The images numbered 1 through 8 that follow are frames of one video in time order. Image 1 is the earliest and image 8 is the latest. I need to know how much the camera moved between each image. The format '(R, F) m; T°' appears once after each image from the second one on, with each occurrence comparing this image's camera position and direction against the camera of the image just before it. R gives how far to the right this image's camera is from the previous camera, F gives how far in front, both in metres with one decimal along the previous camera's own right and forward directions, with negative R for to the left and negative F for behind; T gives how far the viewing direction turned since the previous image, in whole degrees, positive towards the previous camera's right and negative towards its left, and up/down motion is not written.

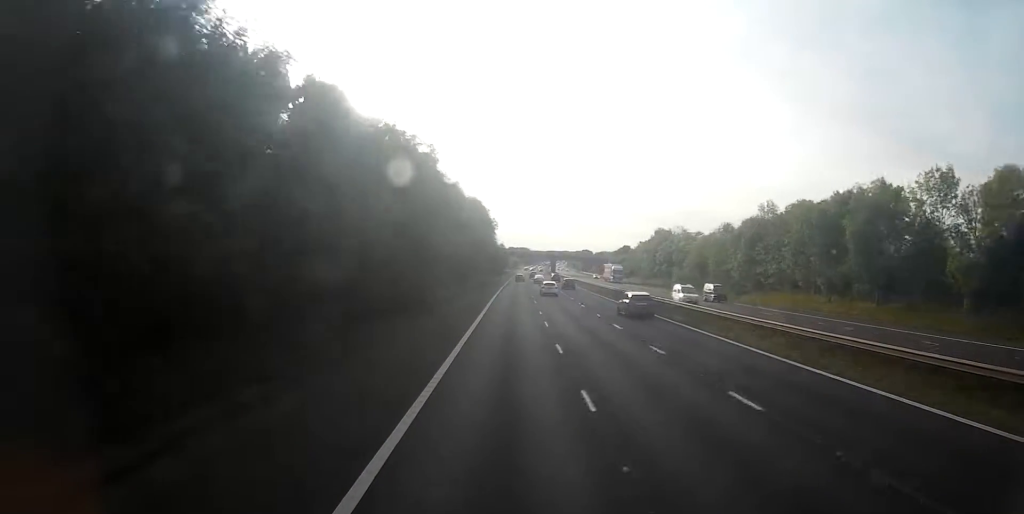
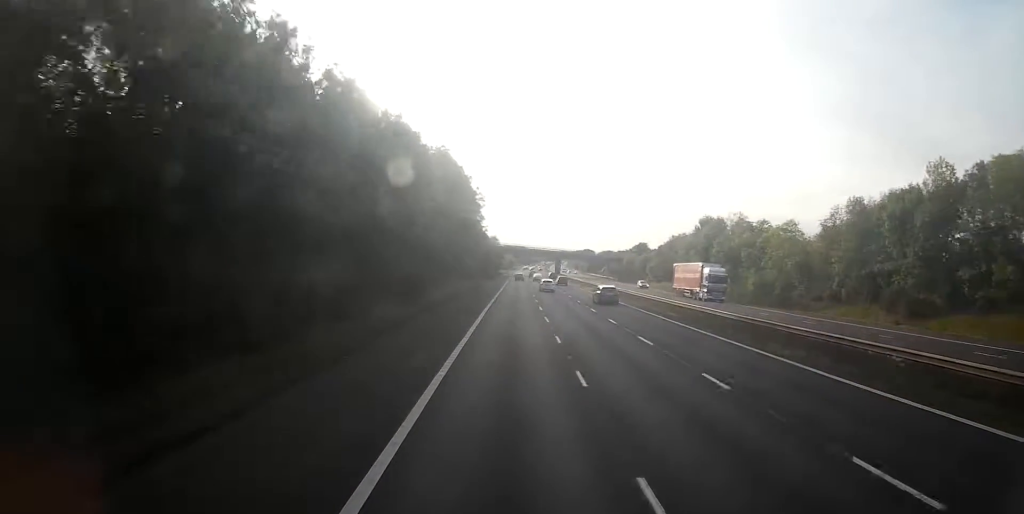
(+1.1, +41.0) m; +1°
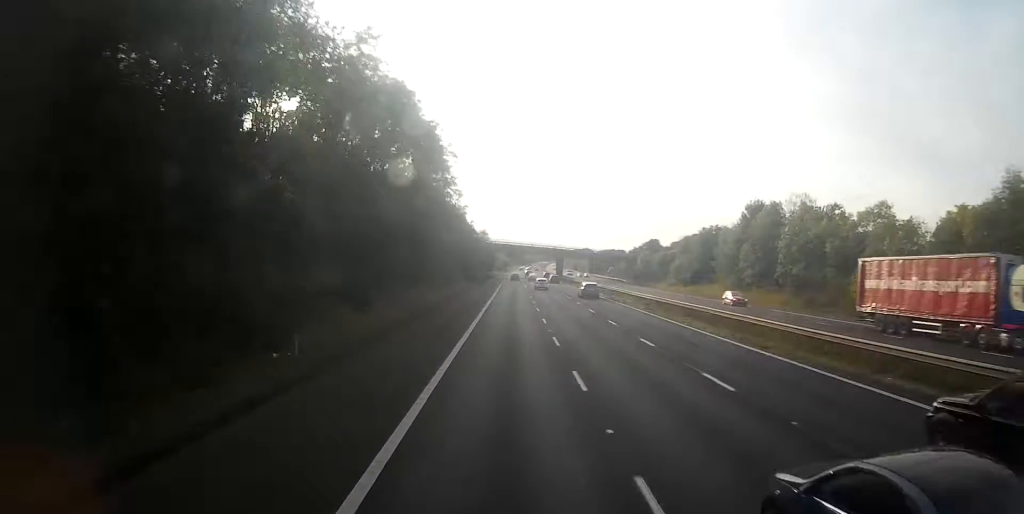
(-0.9, +27.1) m; -1°
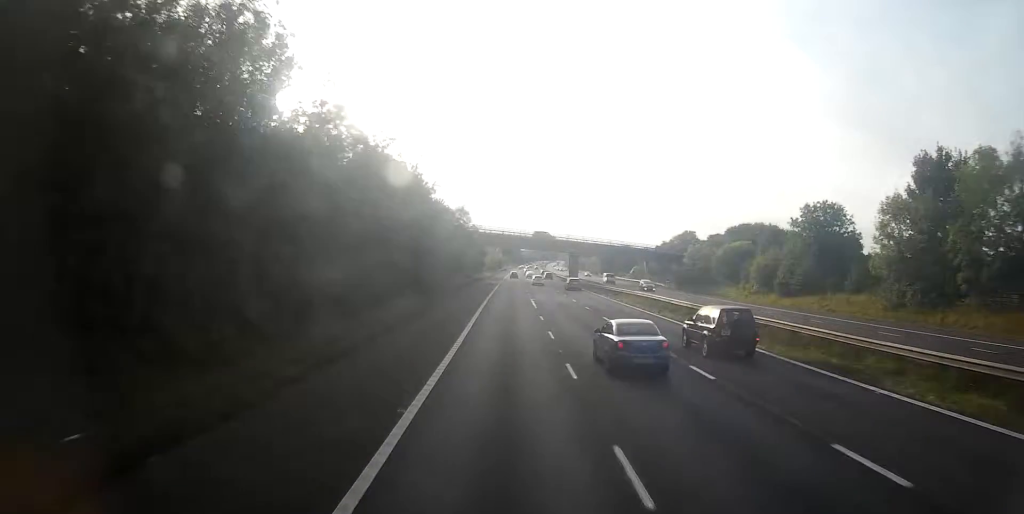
(+0.7, +43.5) m; +2°
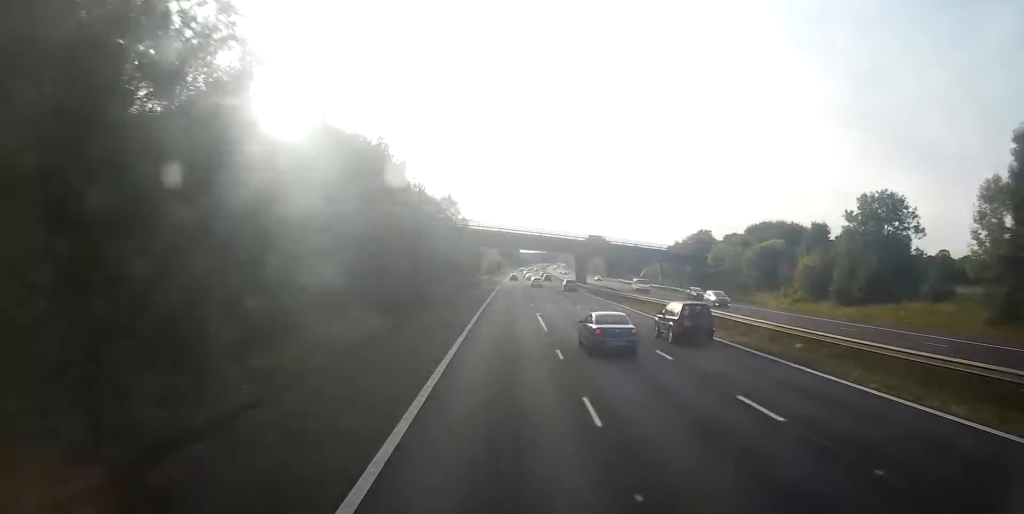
(0.0, +13.6) m; 0°
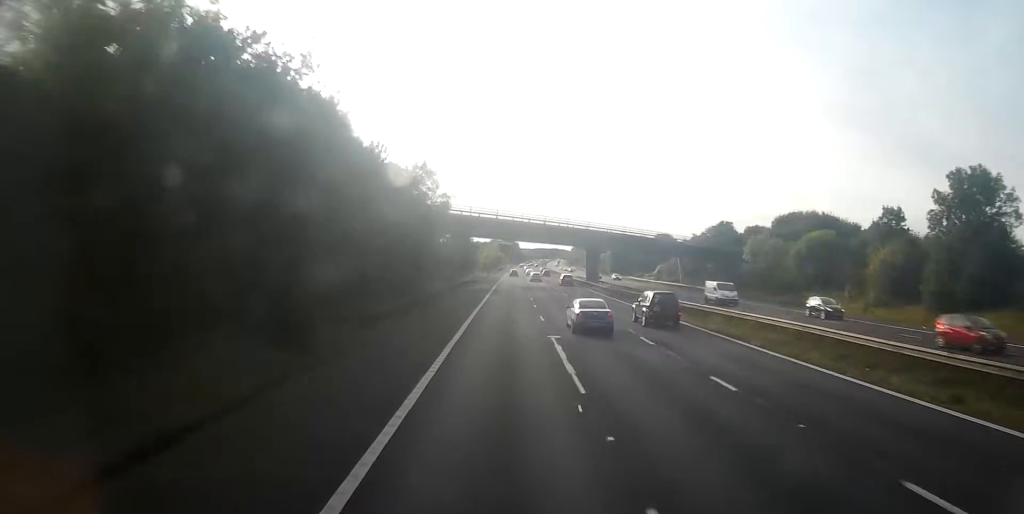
(+0.3, +14.6) m; 0°
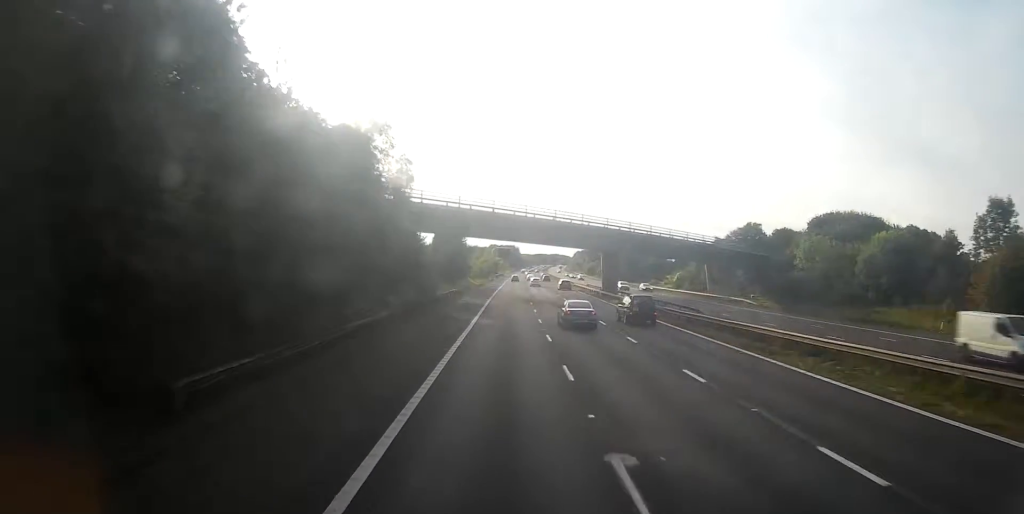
(+0.1, +15.4) m; 0°
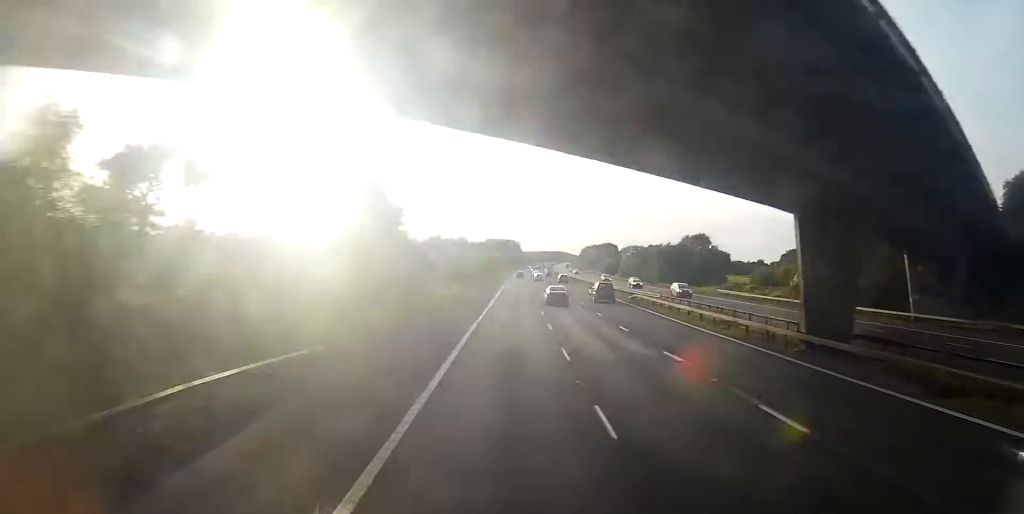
(+0.1, +50.8) m; +1°
